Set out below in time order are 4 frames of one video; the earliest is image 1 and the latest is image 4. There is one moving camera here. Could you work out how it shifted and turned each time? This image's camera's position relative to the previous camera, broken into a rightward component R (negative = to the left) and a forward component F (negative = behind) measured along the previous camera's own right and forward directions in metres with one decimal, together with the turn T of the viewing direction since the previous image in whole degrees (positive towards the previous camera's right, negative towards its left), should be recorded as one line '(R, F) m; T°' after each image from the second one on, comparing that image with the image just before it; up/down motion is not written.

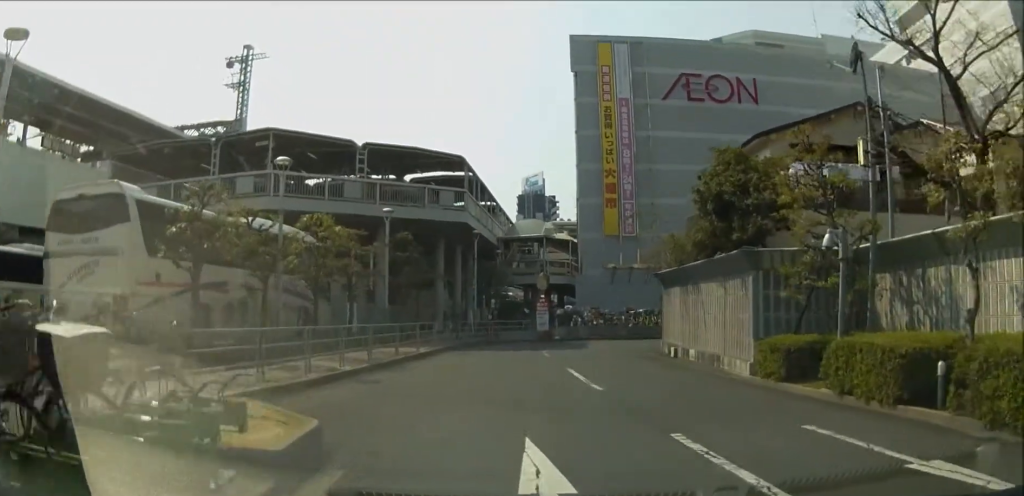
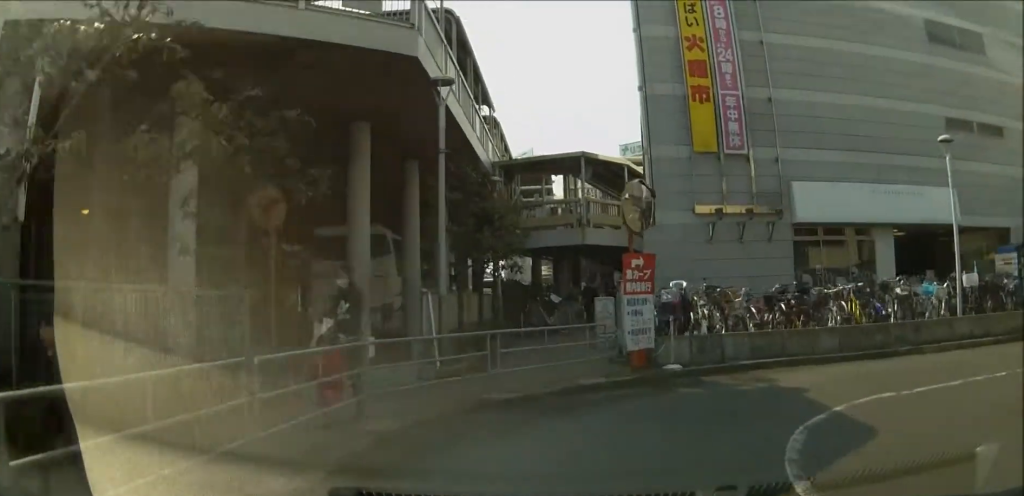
(-1.7, +22.0) m; -4°
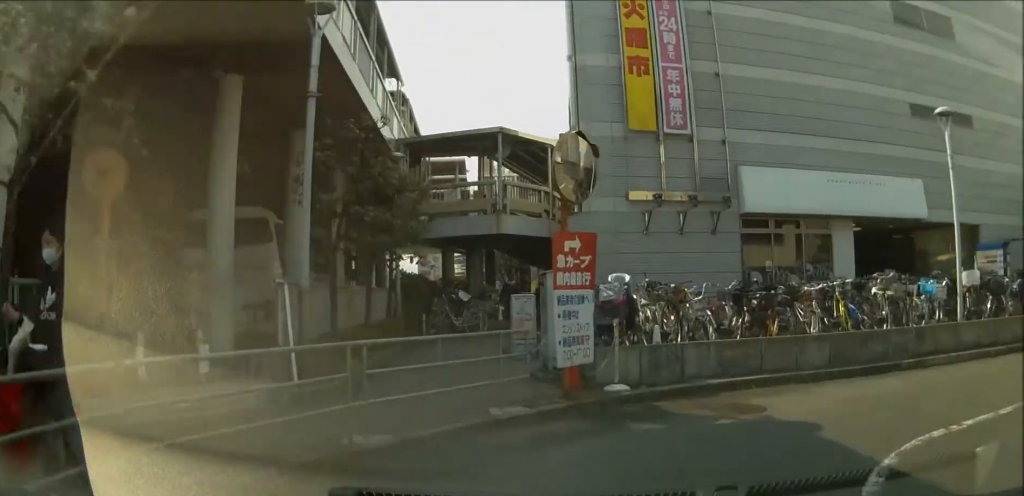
(0.0, +3.4) m; +7°
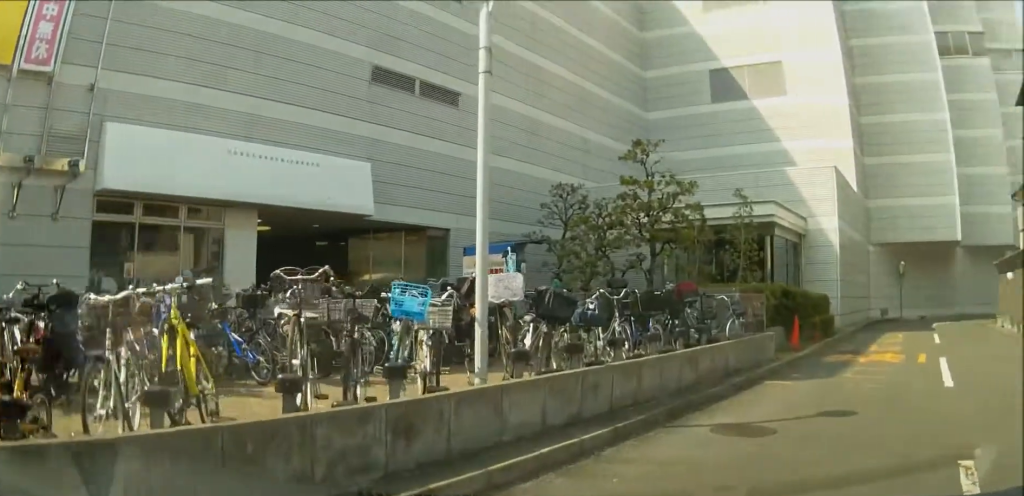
(+3.5, +8.4) m; +42°
